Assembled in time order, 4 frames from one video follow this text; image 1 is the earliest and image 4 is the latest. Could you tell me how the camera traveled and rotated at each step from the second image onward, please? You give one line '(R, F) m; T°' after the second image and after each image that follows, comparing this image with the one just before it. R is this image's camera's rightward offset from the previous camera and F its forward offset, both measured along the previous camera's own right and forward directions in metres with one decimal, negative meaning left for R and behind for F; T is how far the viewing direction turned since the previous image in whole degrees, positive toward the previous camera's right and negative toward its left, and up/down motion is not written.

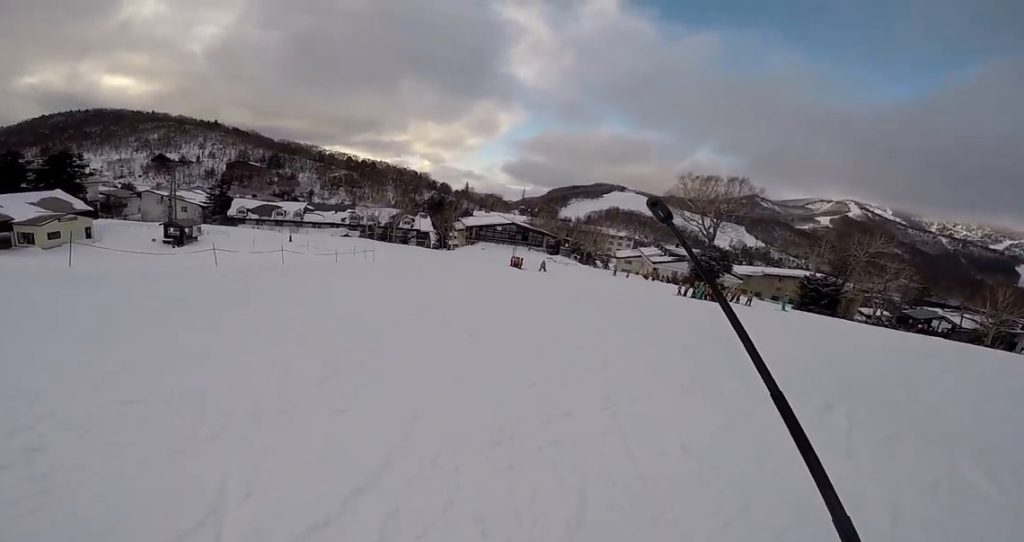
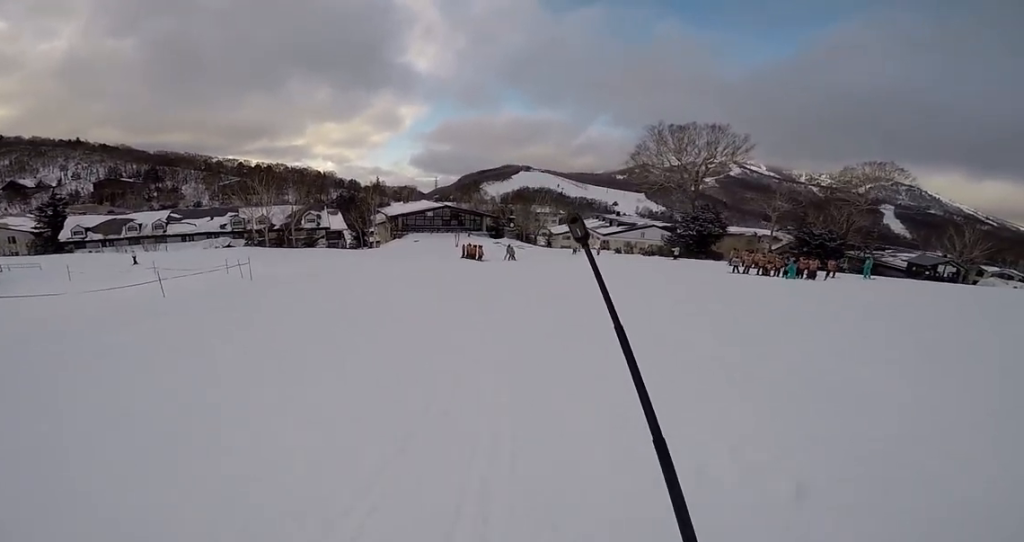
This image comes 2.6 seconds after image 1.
(+3.0, +16.9) m; +27°
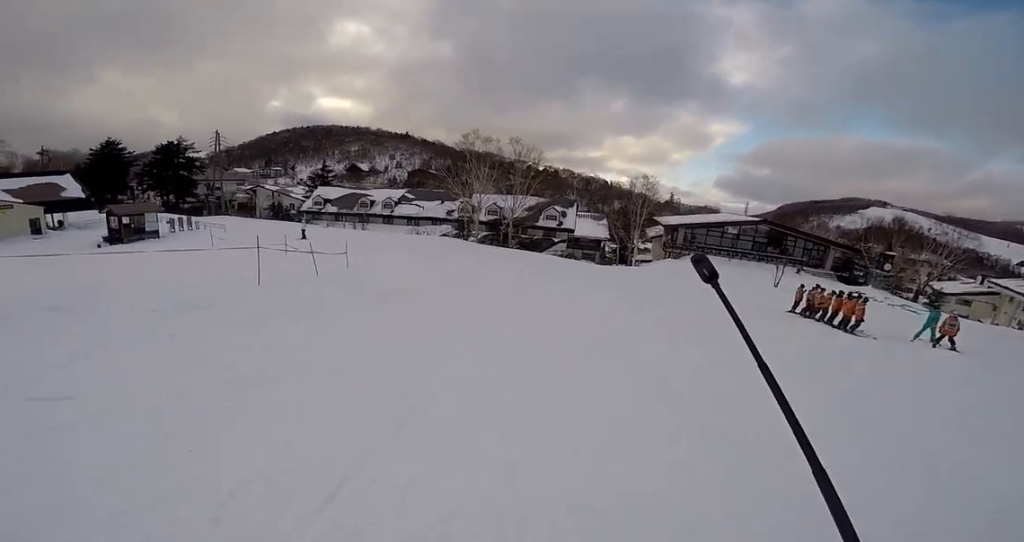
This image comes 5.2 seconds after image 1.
(-5.3, +18.5) m; -35°
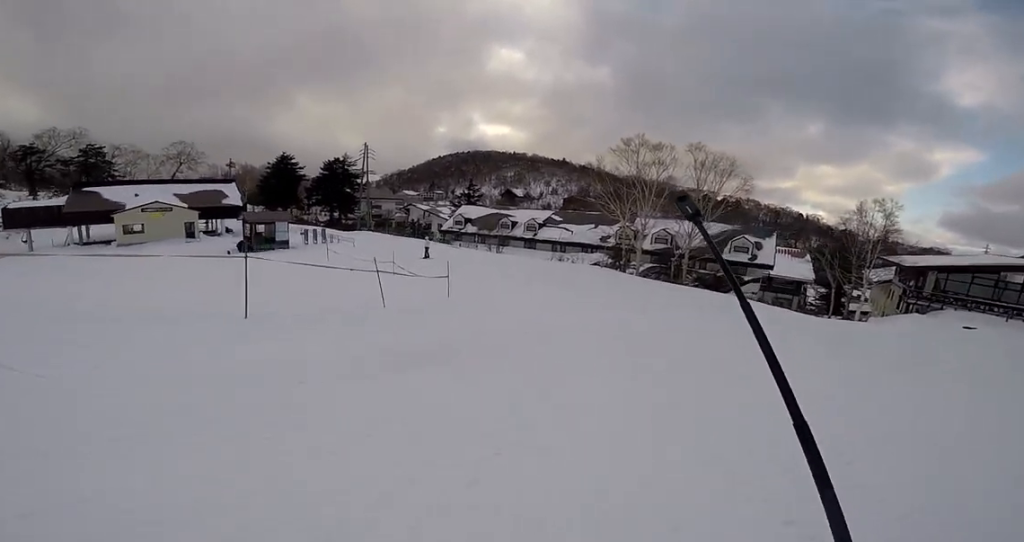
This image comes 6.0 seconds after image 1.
(+0.1, +6.3) m; -10°
